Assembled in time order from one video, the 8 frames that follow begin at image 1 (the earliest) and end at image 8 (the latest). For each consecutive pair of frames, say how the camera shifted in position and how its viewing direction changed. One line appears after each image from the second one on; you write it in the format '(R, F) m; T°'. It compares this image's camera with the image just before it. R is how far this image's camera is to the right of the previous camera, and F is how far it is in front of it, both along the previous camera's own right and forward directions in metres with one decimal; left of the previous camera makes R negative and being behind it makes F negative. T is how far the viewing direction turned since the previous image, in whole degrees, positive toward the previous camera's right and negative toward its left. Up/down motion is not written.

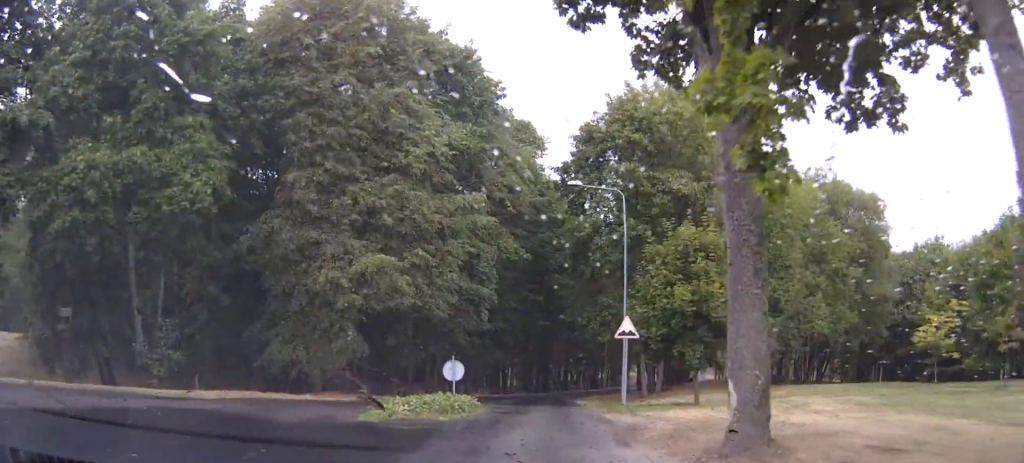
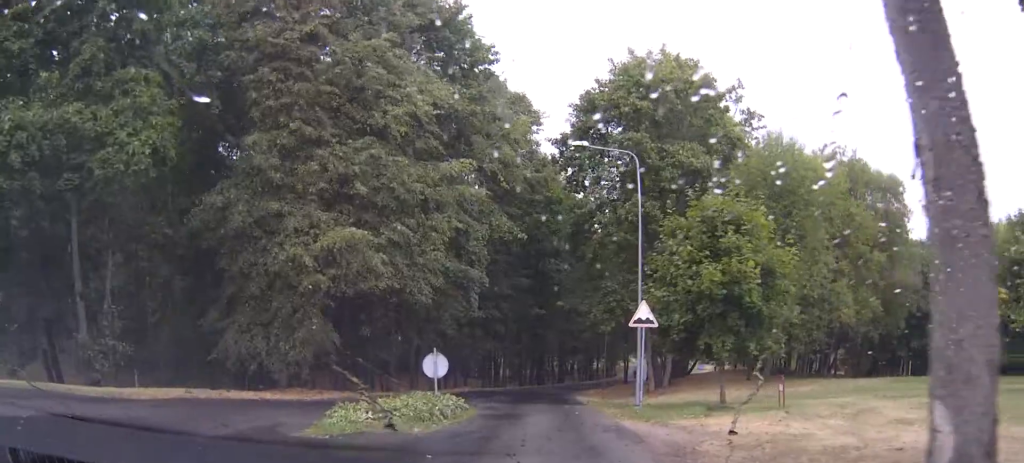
(0.0, +3.9) m; +4°
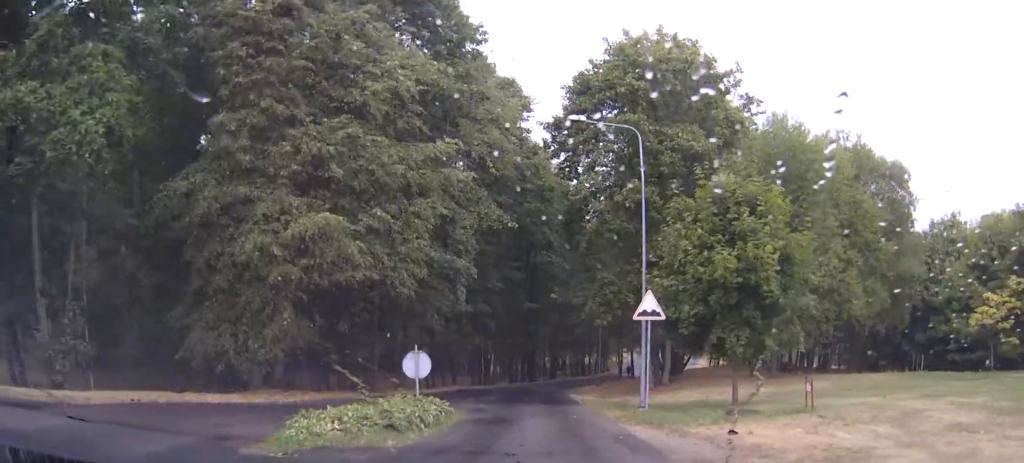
(+0.1, +2.1) m; +3°
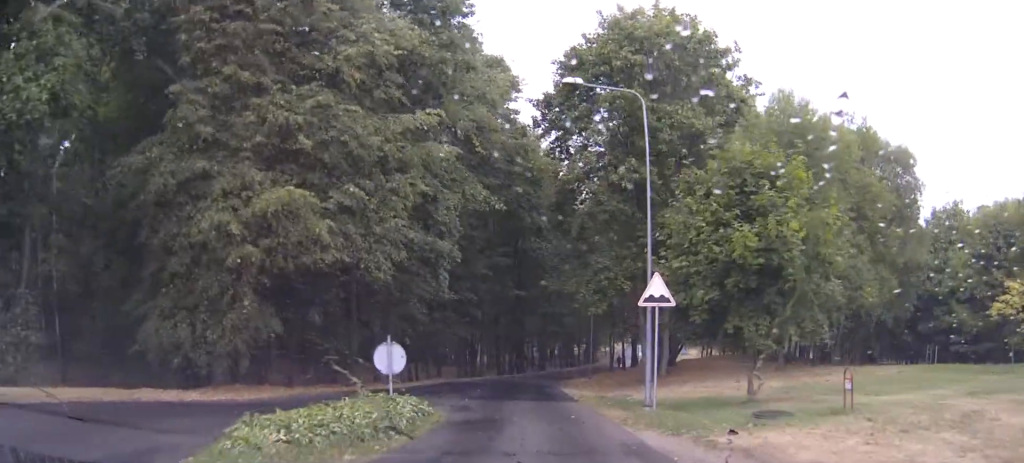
(+0.1, +2.3) m; +3°
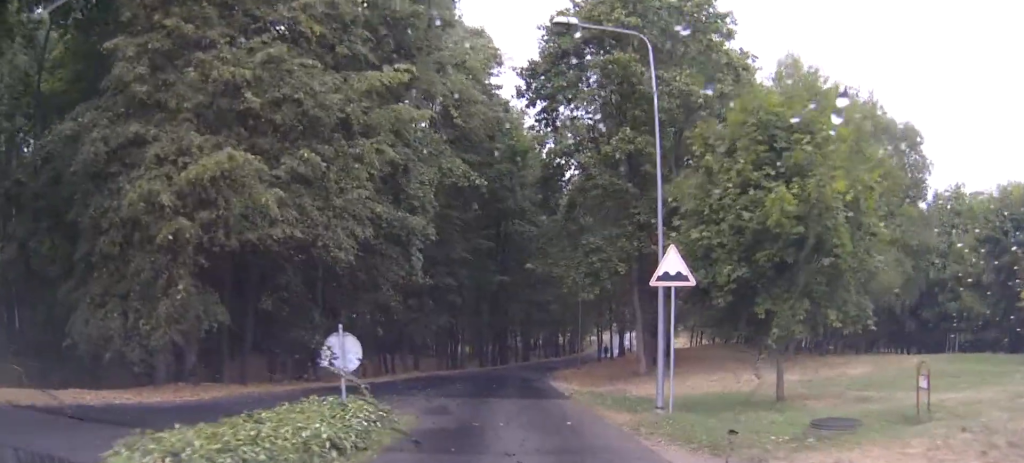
(+0.1, +3.0) m; 0°
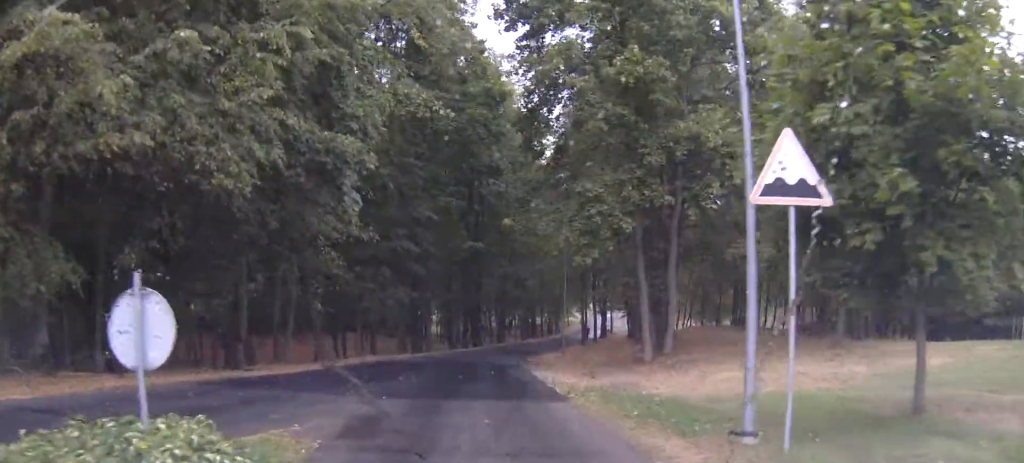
(-0.1, +6.4) m; -4°
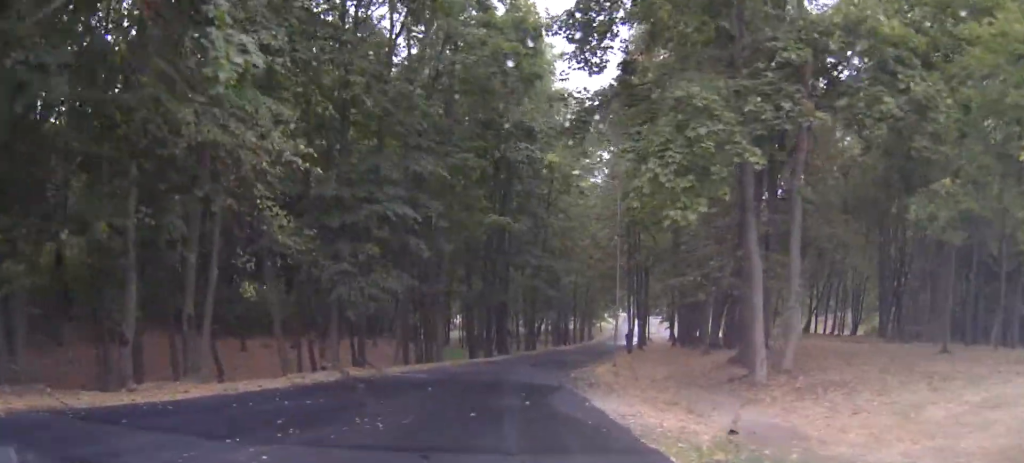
(-0.3, +9.1) m; -2°
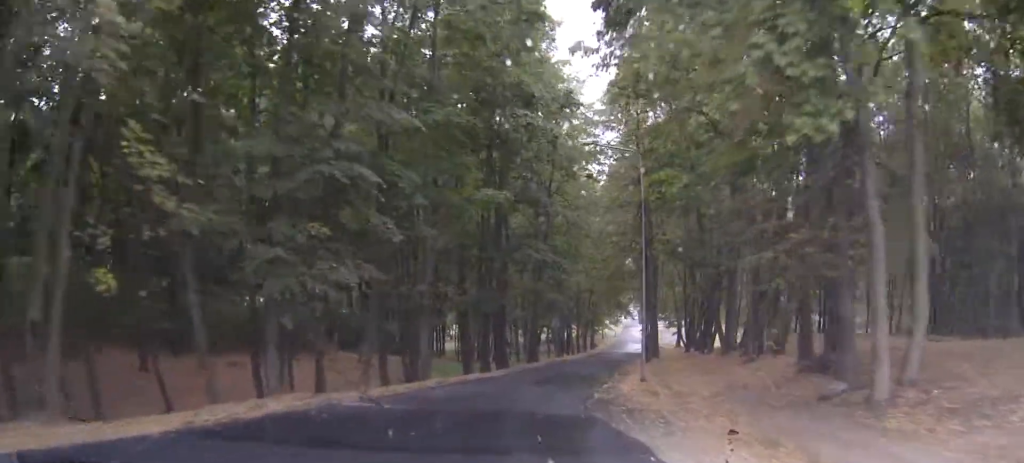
(0.0, +5.8) m; 0°
